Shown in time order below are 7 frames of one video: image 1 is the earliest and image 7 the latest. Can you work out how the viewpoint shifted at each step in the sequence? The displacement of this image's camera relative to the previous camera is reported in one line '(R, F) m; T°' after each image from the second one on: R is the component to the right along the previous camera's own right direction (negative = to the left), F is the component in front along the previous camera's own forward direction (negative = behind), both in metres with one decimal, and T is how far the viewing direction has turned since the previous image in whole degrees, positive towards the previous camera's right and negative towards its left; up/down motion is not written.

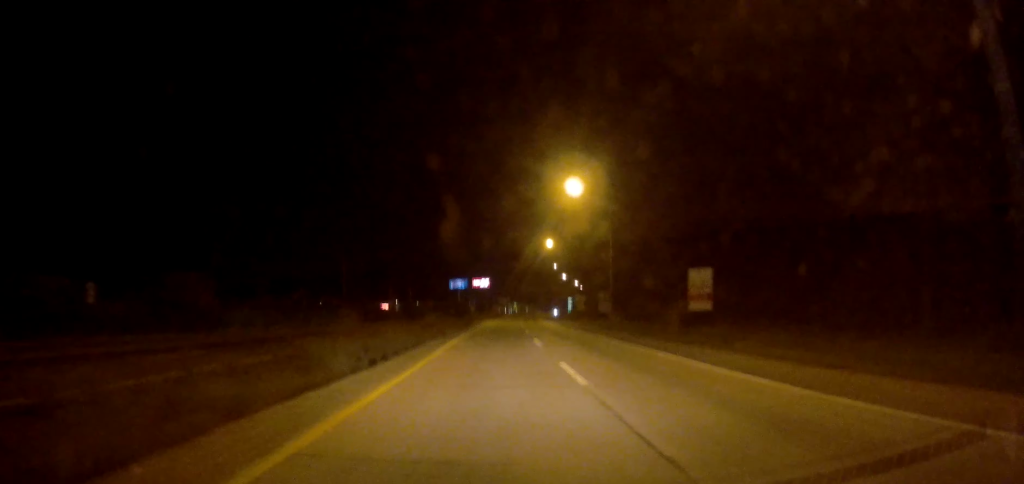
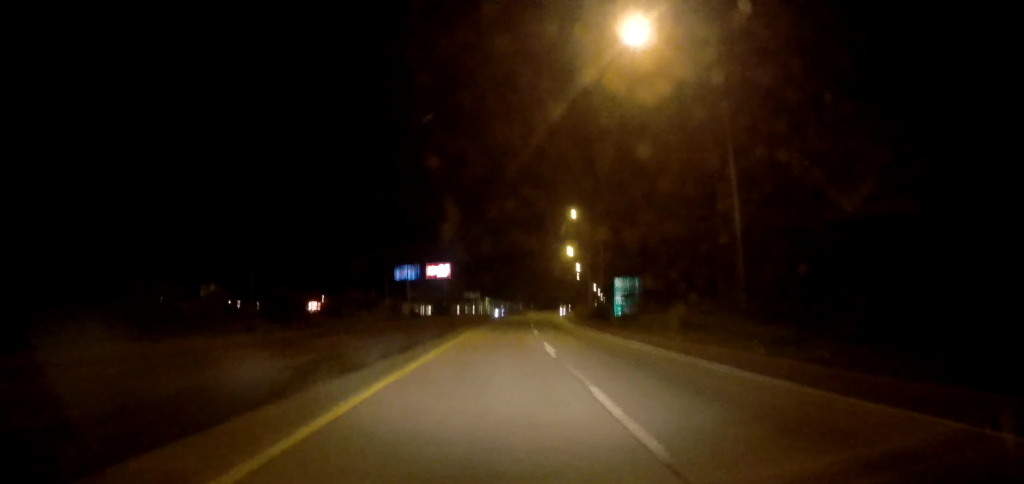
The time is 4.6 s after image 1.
(+2.2, +88.7) m; +4°
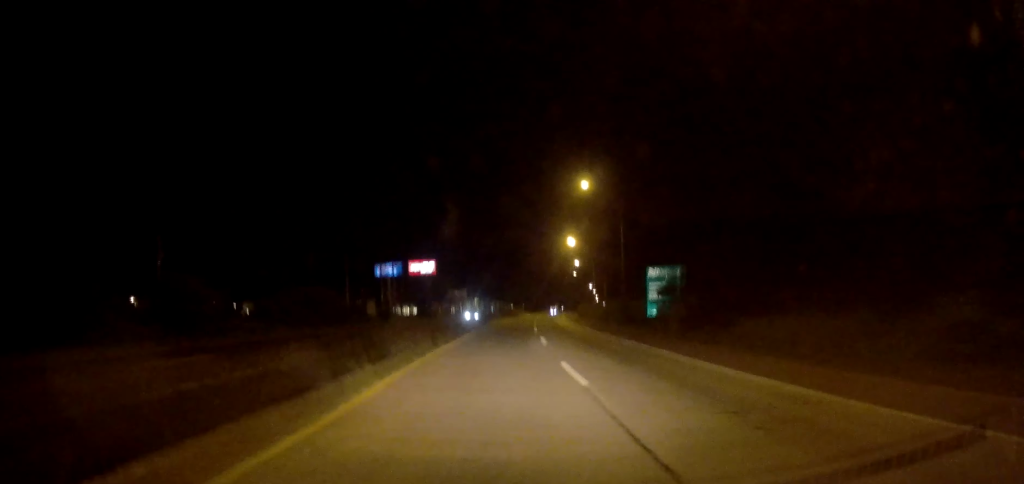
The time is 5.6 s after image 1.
(+0.5, +18.2) m; +1°
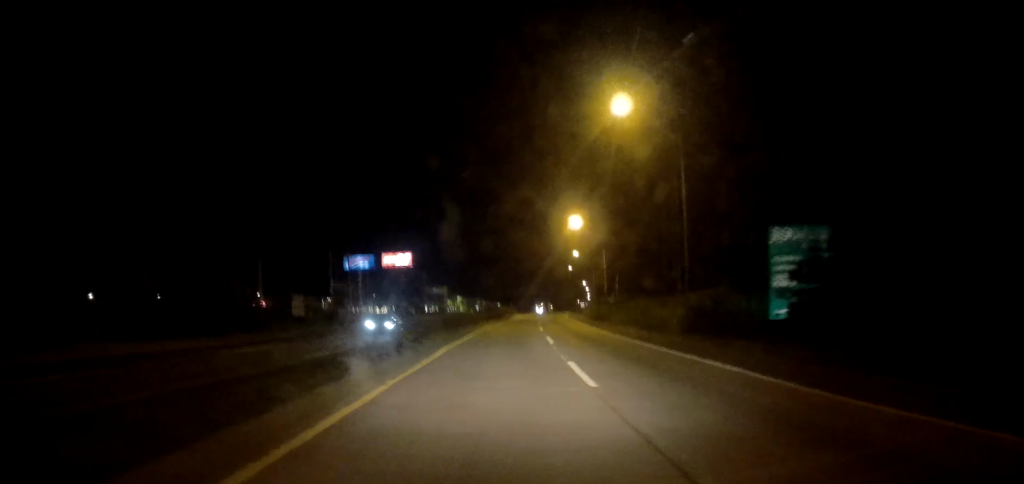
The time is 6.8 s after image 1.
(+0.4, +22.4) m; +1°
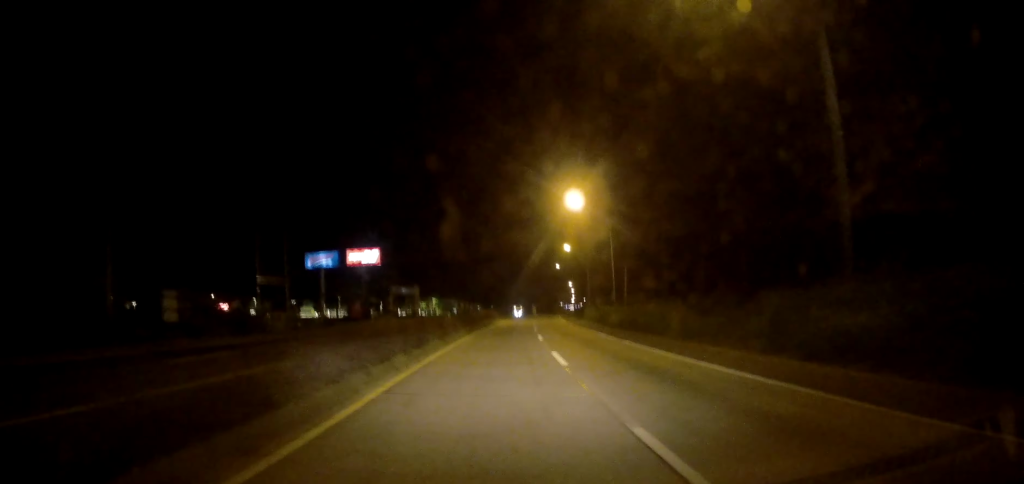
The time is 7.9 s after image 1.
(+0.1, +18.0) m; +1°
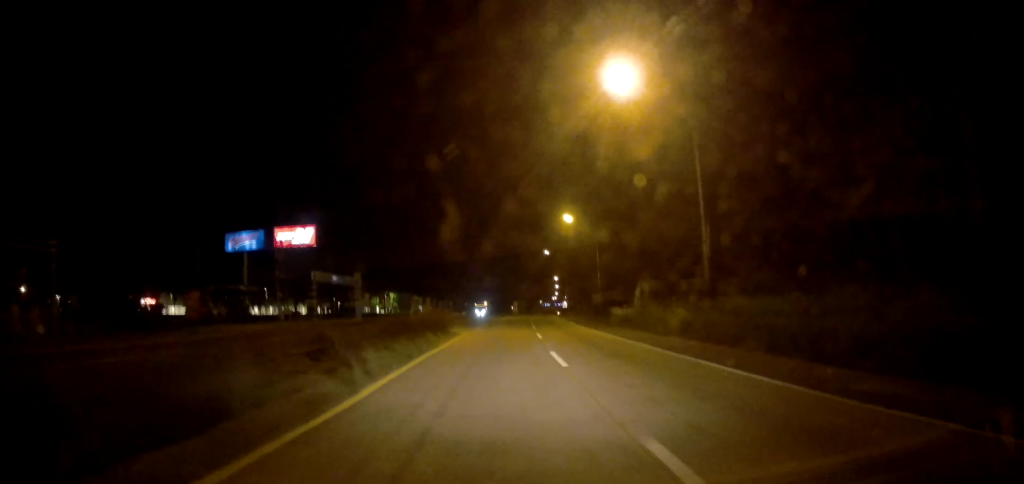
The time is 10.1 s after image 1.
(+0.6, +33.0) m; +1°
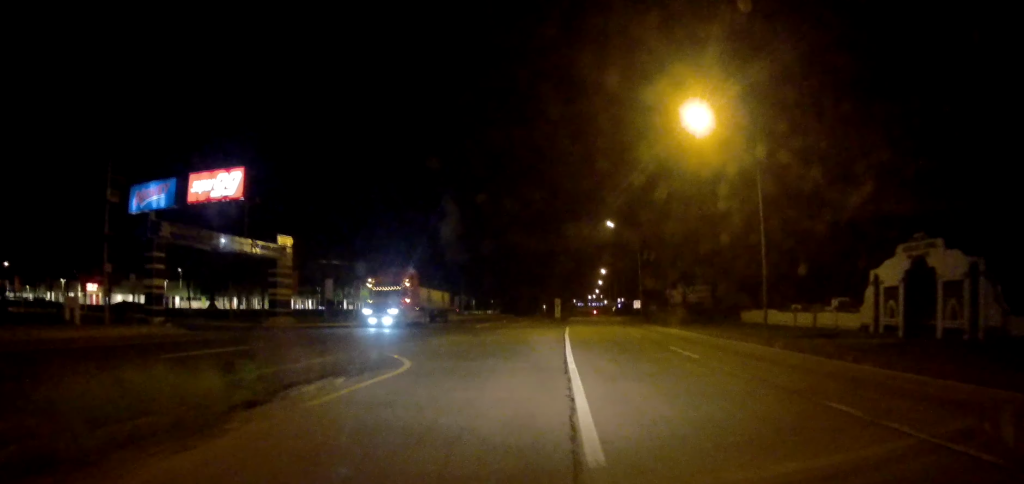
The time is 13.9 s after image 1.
(-0.8, +44.7) m; -4°
